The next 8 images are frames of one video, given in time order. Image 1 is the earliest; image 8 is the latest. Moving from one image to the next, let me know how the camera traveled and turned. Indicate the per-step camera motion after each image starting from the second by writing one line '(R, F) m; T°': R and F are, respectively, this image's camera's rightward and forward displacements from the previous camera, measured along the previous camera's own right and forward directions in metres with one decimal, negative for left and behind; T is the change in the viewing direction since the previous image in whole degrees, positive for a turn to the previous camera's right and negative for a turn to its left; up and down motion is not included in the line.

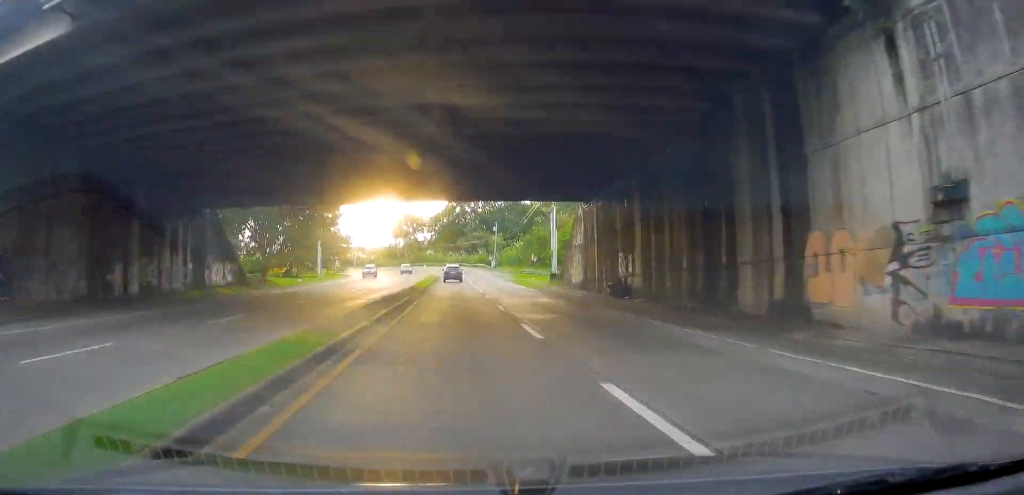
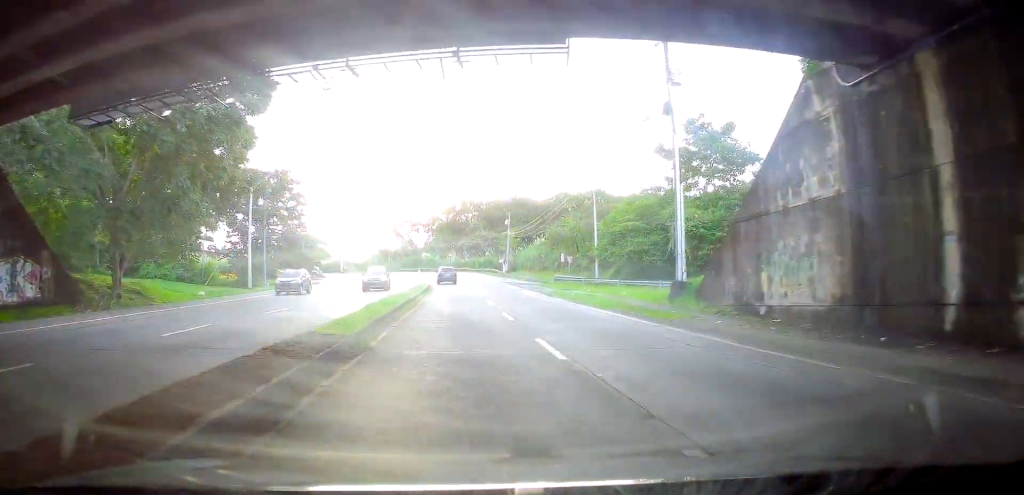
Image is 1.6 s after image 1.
(-0.1, +26.1) m; -1°
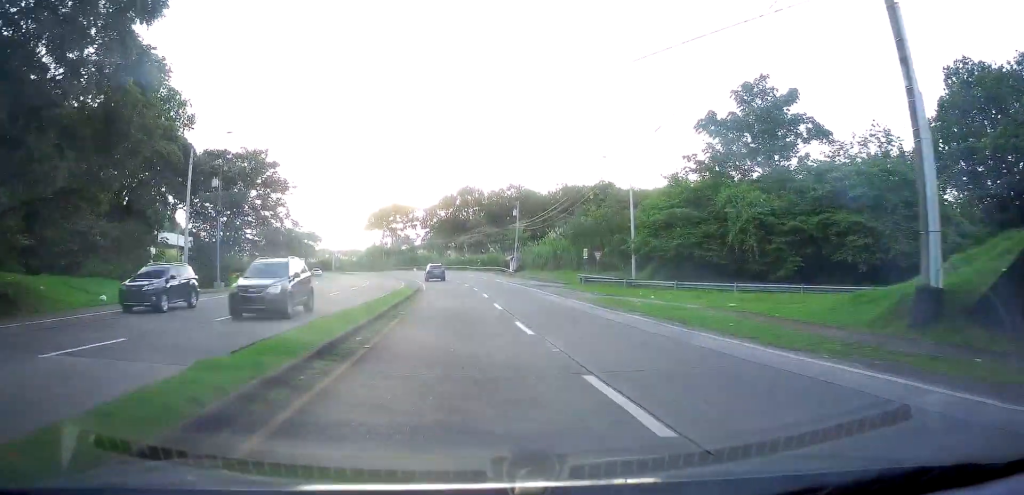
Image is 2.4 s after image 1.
(-0.2, +12.7) m; 0°
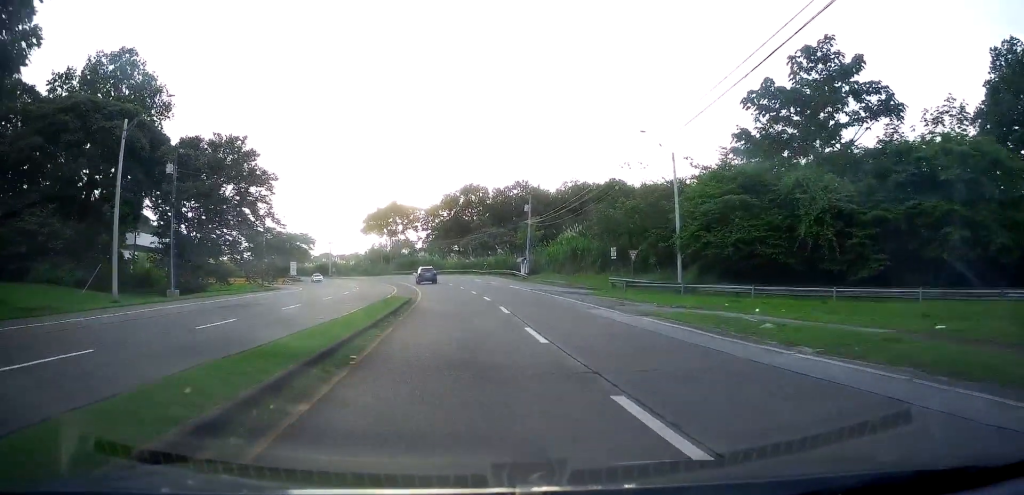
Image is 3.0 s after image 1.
(+0.3, +9.4) m; +1°
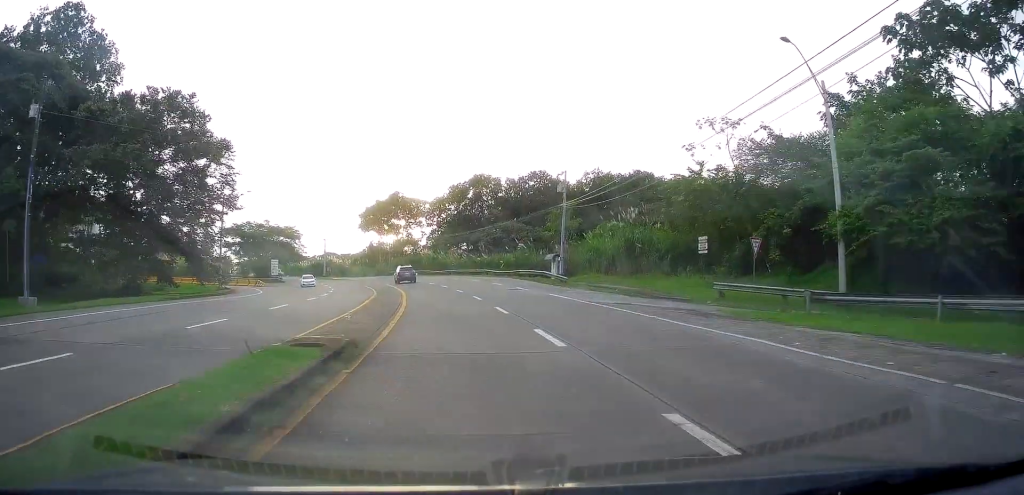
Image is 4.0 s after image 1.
(0.0, +17.1) m; -1°
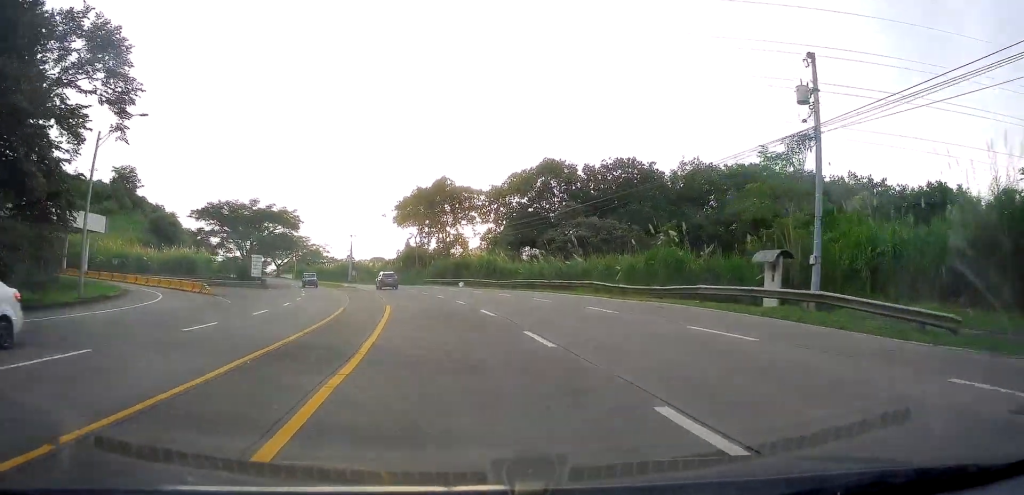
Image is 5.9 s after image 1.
(-1.5, +31.8) m; -6°
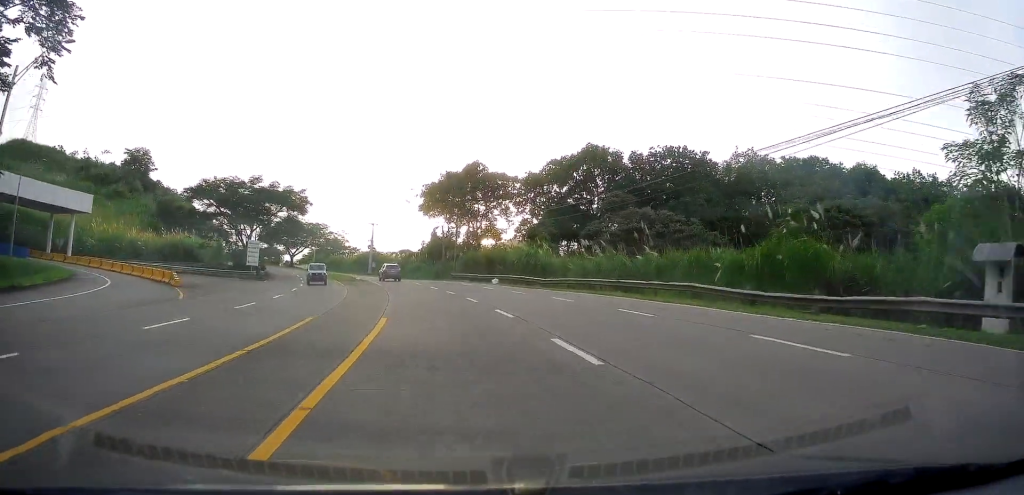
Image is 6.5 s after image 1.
(-0.2, +10.7) m; -3°
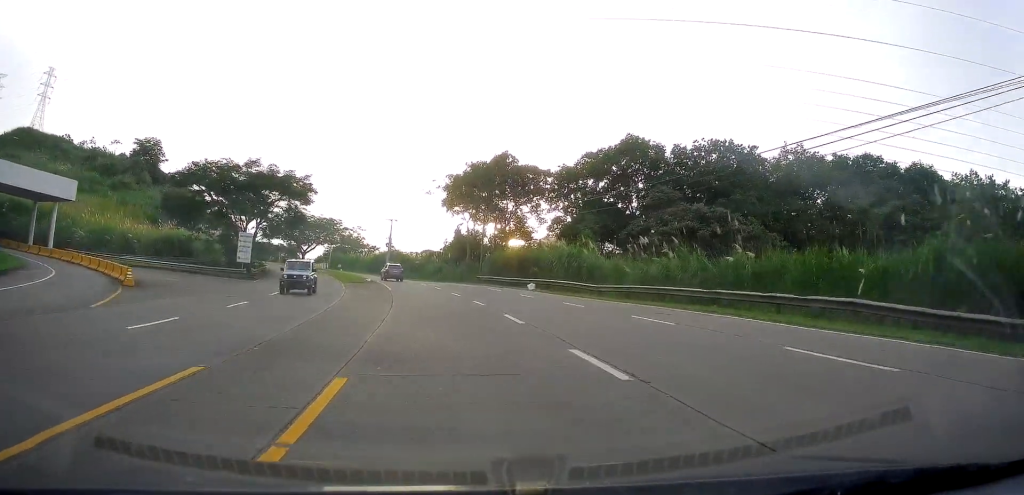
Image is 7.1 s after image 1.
(+0.1, +9.1) m; -3°
